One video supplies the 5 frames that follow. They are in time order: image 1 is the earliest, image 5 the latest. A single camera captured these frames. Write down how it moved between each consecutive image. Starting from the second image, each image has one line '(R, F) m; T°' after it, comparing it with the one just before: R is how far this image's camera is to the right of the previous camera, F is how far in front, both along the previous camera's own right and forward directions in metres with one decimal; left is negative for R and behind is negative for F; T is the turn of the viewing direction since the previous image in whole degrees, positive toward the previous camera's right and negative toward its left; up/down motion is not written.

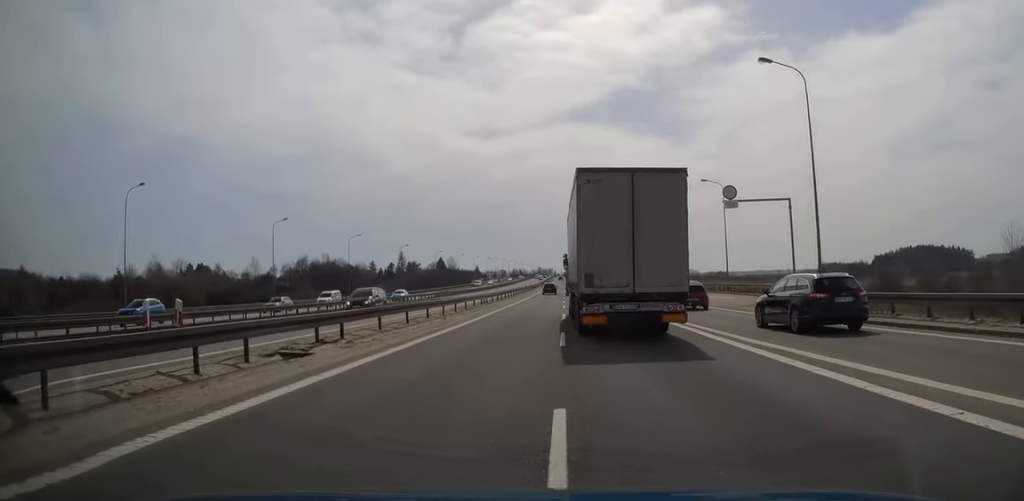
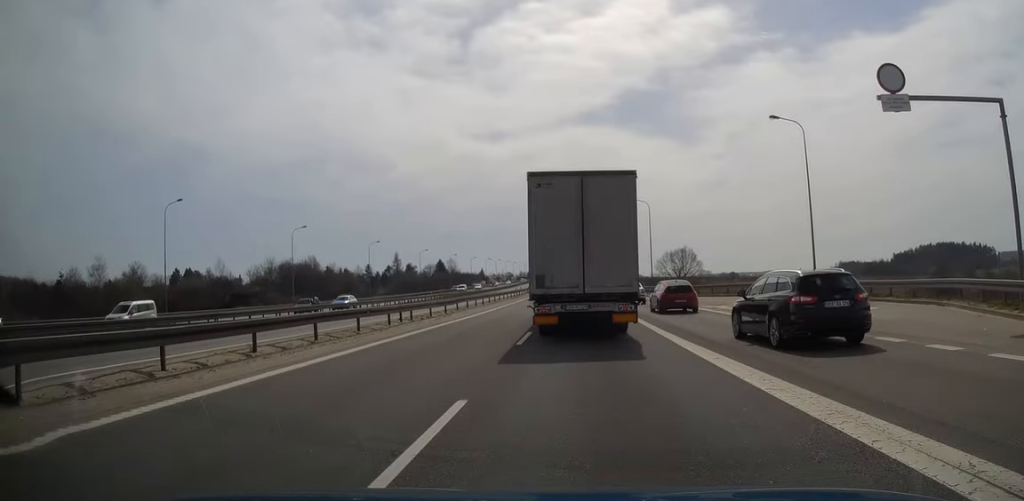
(0.0, +23.5) m; -1°
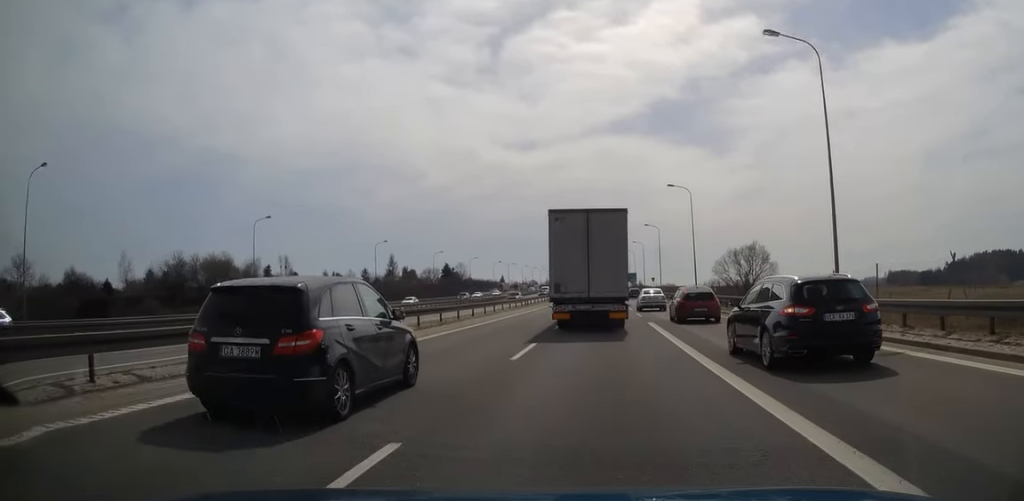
(-1.2, +50.3) m; -2°
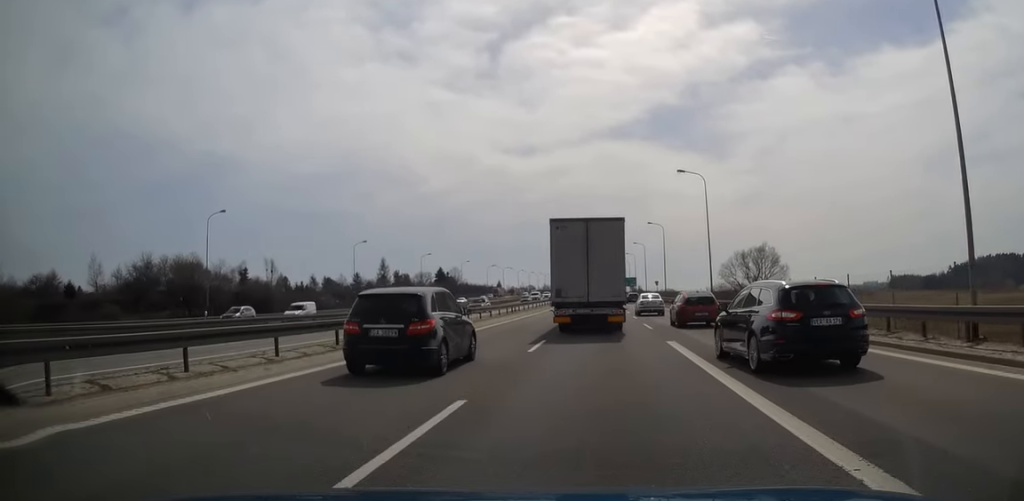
(0.0, +9.1) m; 0°
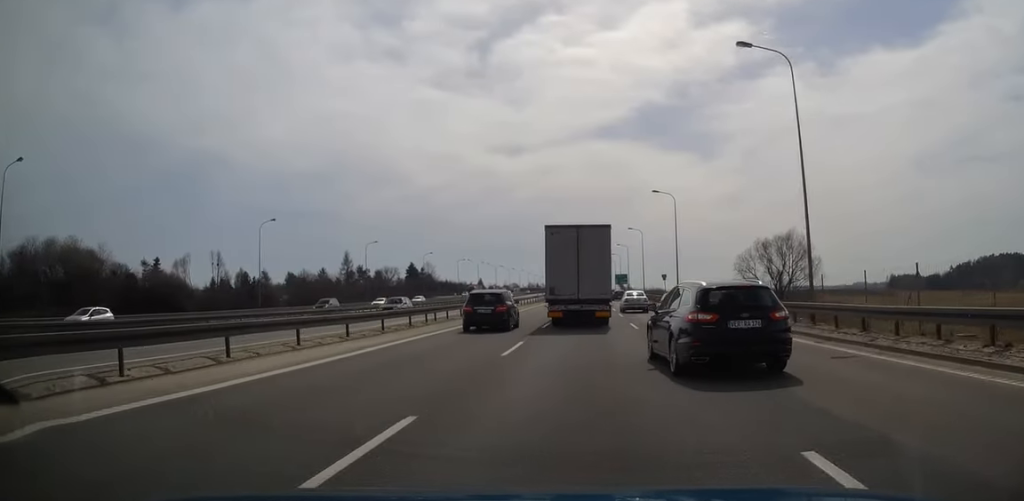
(+0.1, +25.2) m; +1°
